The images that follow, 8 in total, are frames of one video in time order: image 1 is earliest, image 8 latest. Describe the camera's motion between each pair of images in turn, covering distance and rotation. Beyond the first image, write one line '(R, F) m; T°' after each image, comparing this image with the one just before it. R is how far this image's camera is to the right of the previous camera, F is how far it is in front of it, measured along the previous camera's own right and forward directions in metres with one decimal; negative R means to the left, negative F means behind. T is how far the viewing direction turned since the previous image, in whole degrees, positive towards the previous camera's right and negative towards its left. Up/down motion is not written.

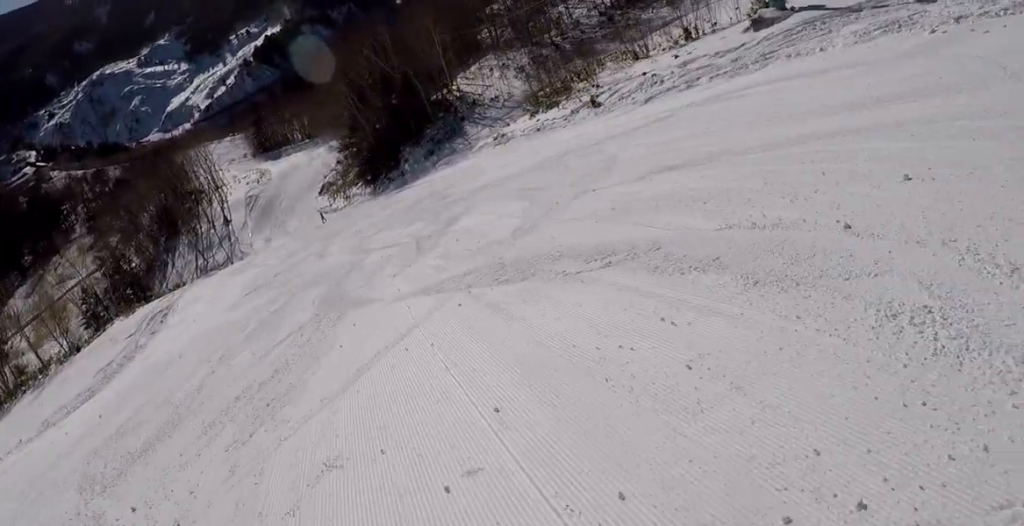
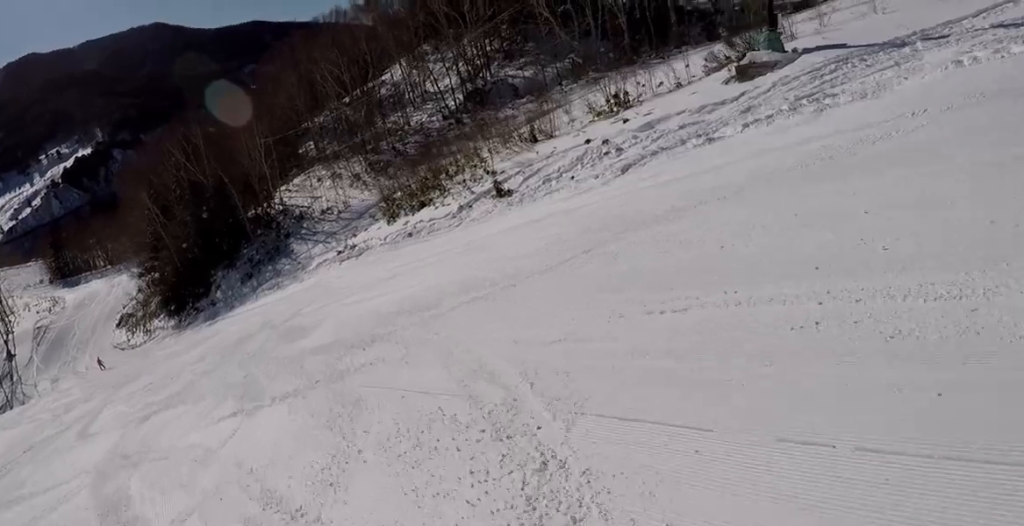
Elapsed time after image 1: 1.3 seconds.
(+2.0, +15.5) m; +11°
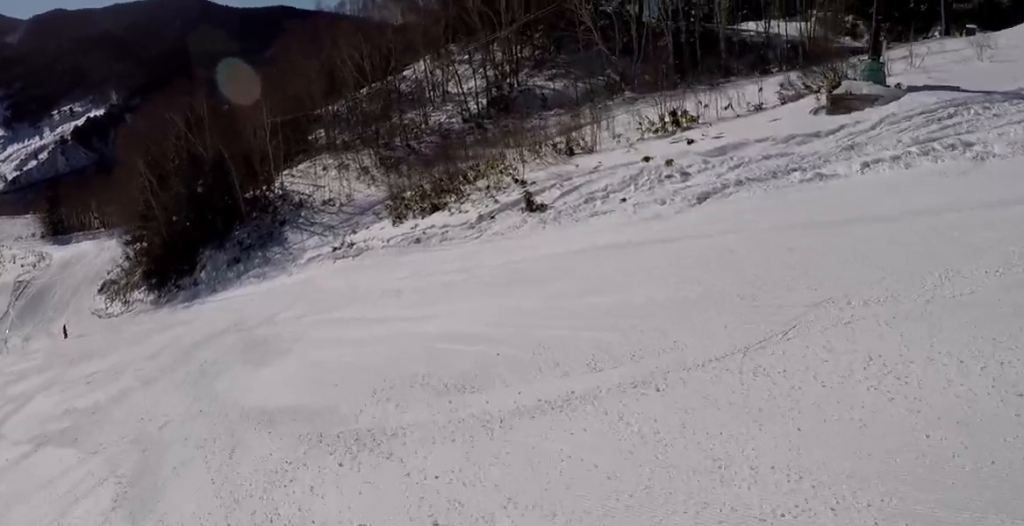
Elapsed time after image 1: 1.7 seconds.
(-0.1, +5.0) m; +1°
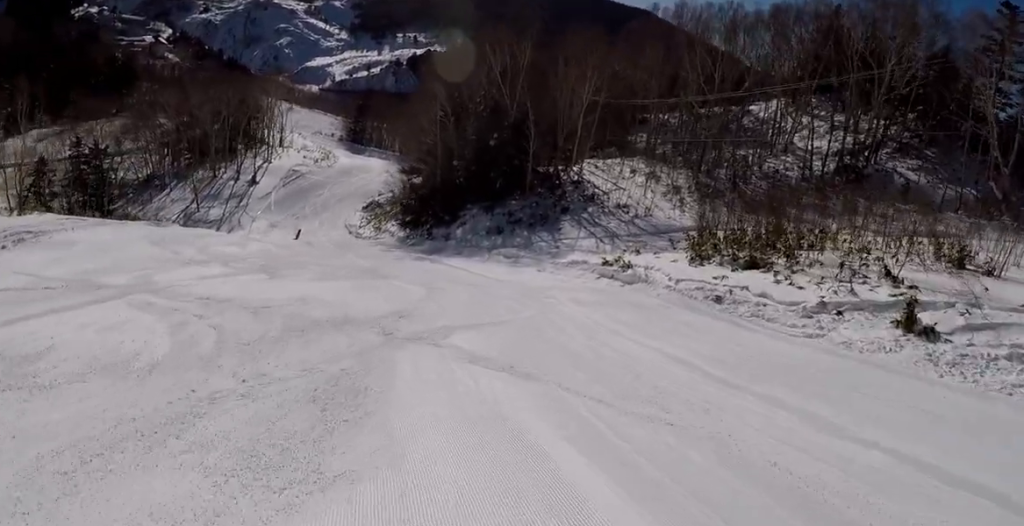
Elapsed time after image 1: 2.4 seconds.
(+0.7, +9.5) m; -8°
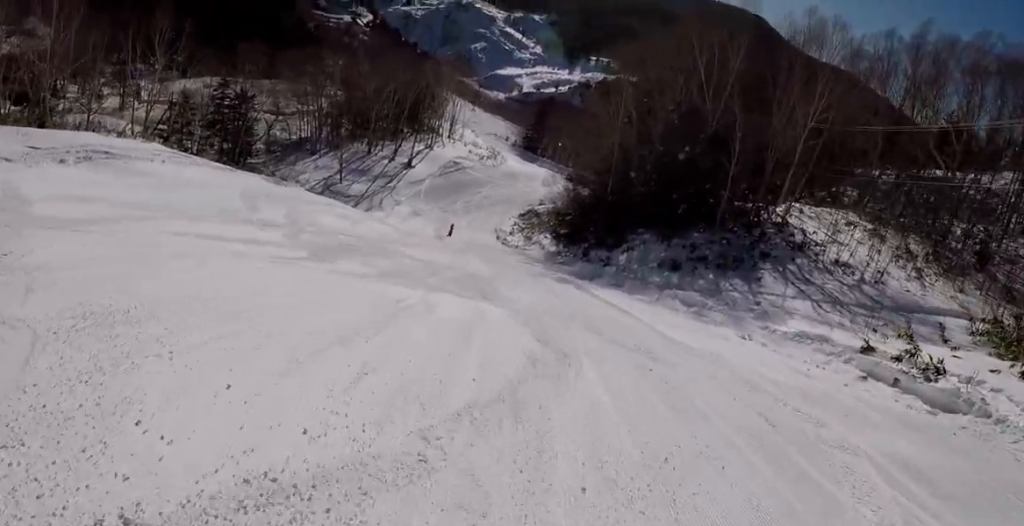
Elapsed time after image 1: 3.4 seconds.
(-2.2, +11.8) m; -21°
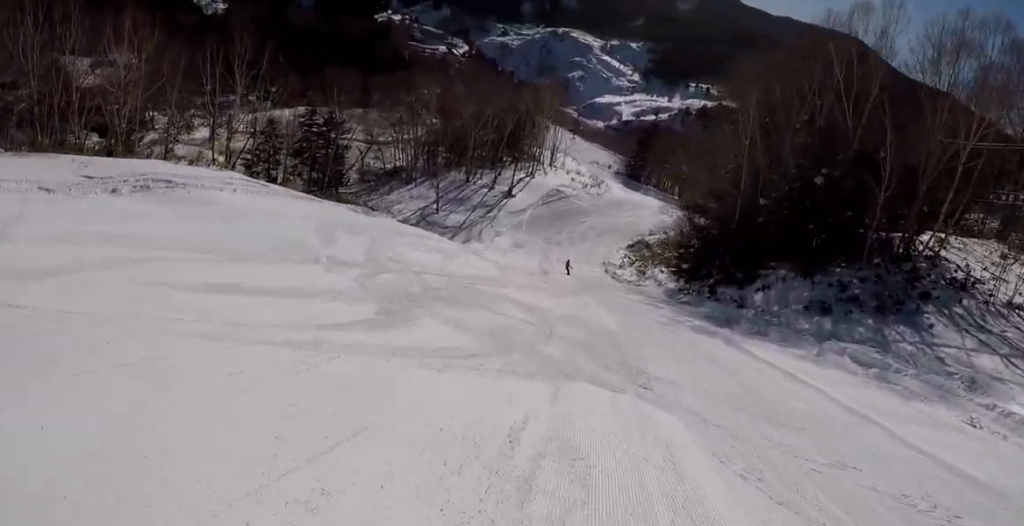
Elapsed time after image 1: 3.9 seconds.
(-0.6, +5.8) m; -8°
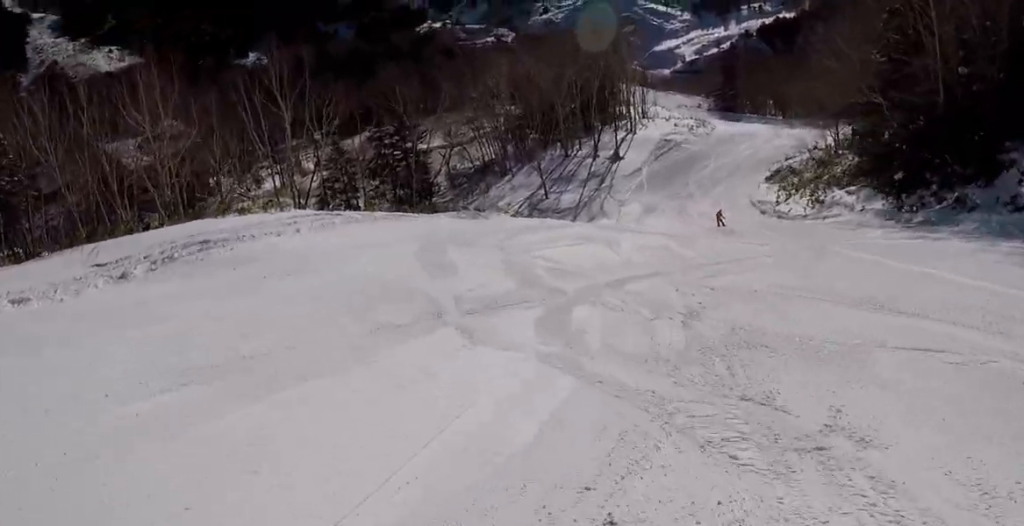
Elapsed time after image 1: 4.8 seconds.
(-1.6, +12.1) m; -3°
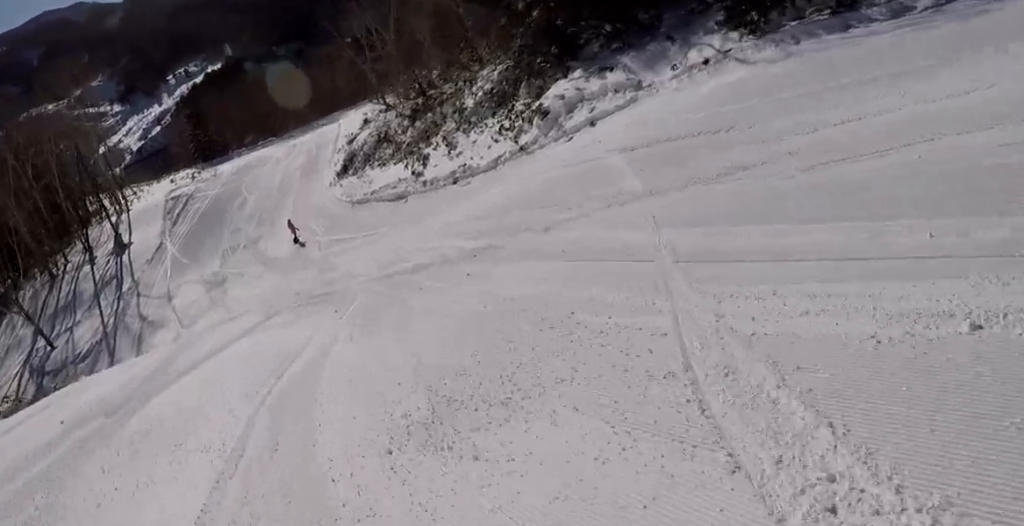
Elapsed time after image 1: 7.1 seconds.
(+7.5, +21.8) m; +27°
